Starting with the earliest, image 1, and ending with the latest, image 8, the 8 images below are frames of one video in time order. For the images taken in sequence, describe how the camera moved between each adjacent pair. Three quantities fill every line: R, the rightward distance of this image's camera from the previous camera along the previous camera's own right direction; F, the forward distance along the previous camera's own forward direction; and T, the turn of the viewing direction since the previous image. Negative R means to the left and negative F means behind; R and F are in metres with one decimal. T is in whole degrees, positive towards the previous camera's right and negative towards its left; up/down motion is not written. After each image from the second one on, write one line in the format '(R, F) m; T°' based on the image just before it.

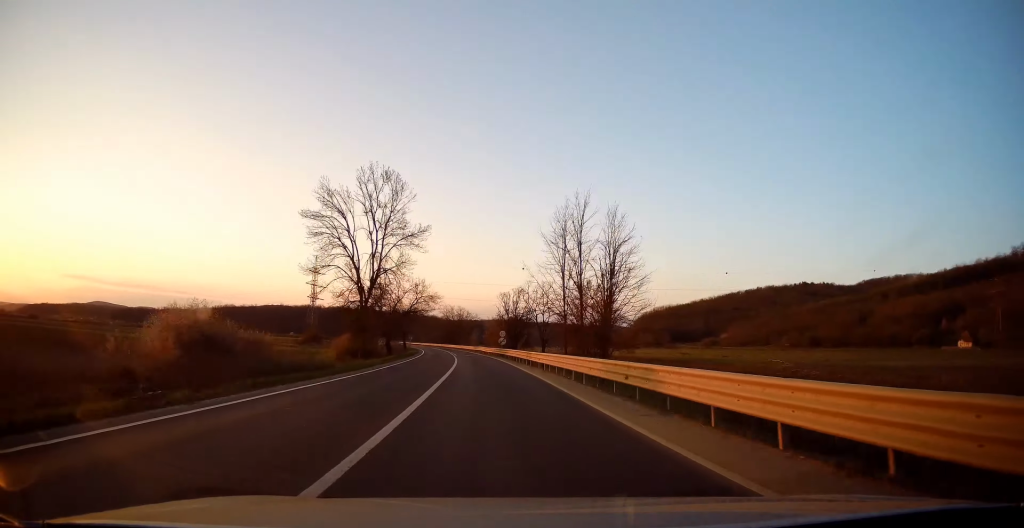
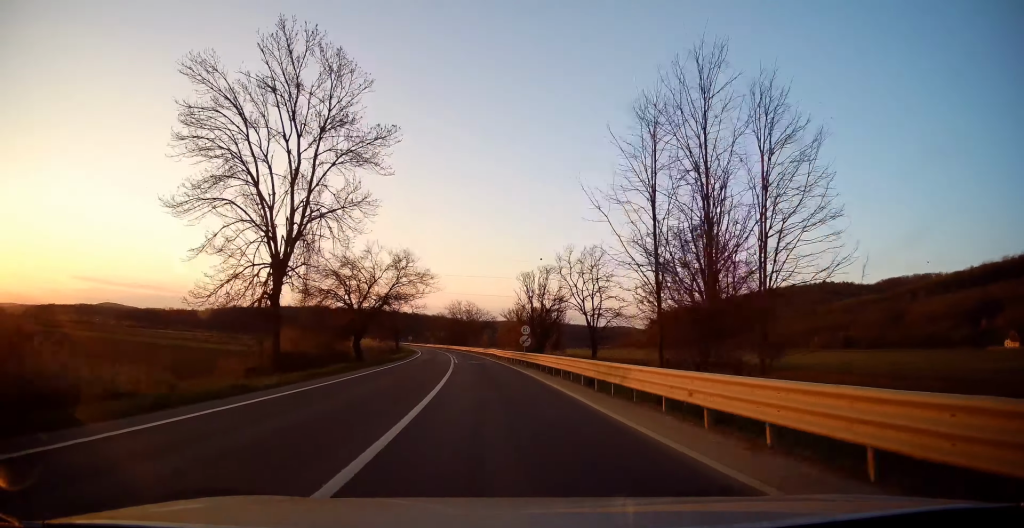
(-0.2, +19.8) m; -1°
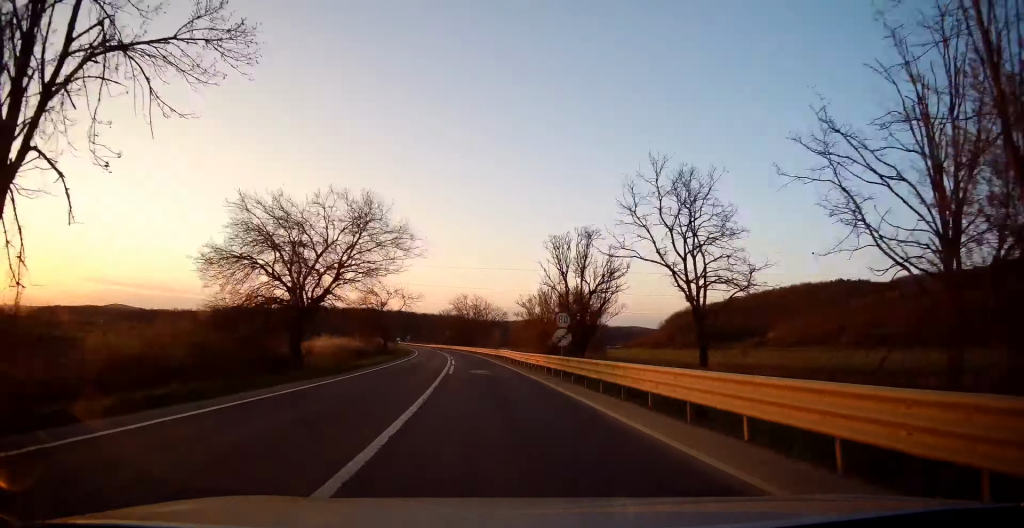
(-0.1, +15.6) m; -1°
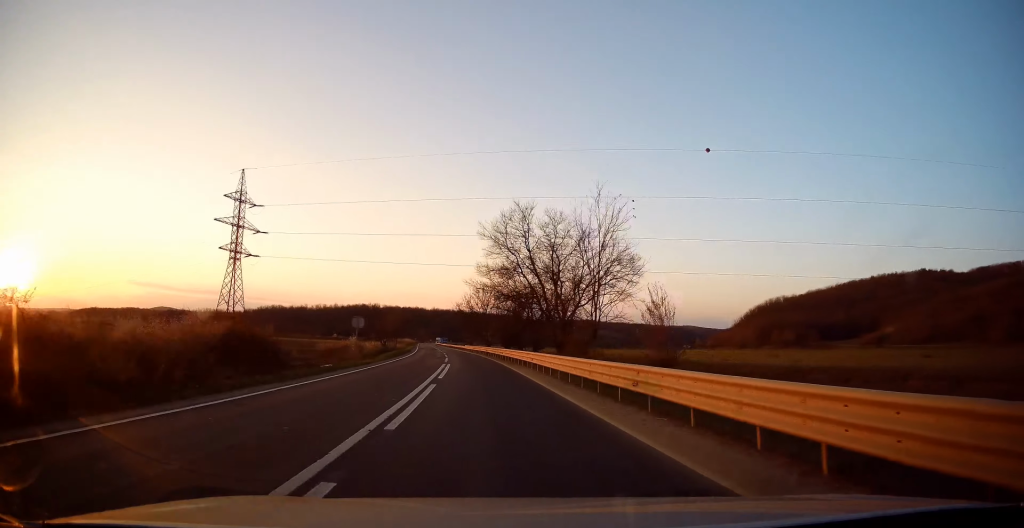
(-3.1, +63.7) m; -6°
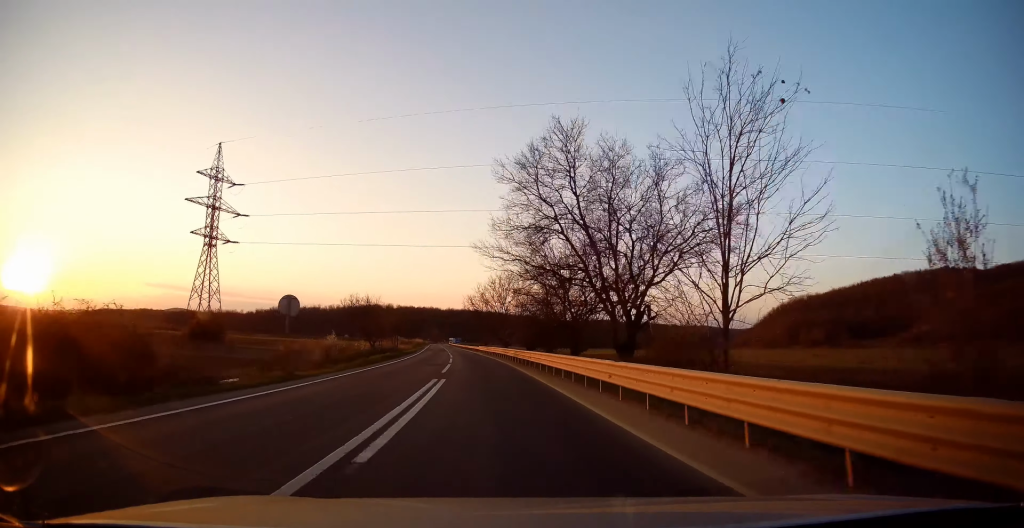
(-0.4, +13.9) m; -2°
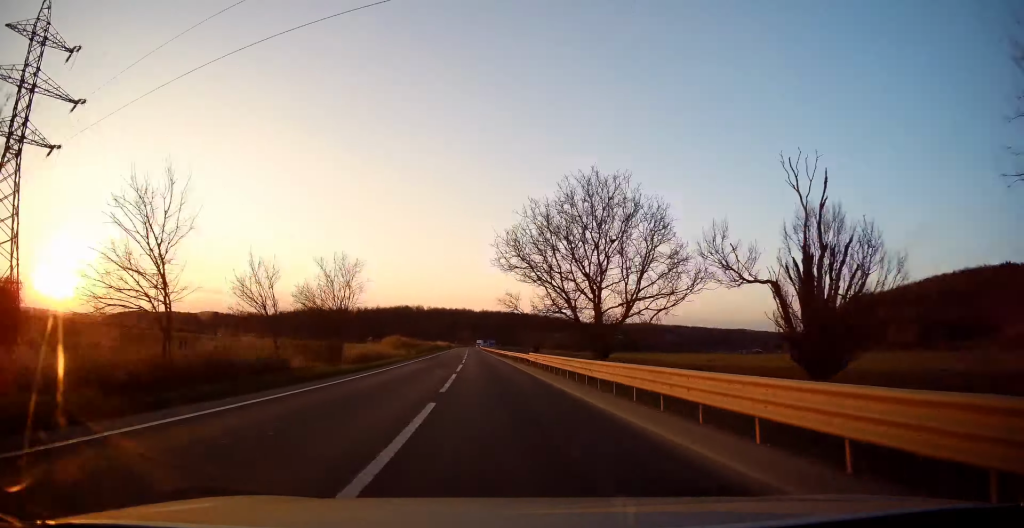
(-1.7, +43.6) m; -4°
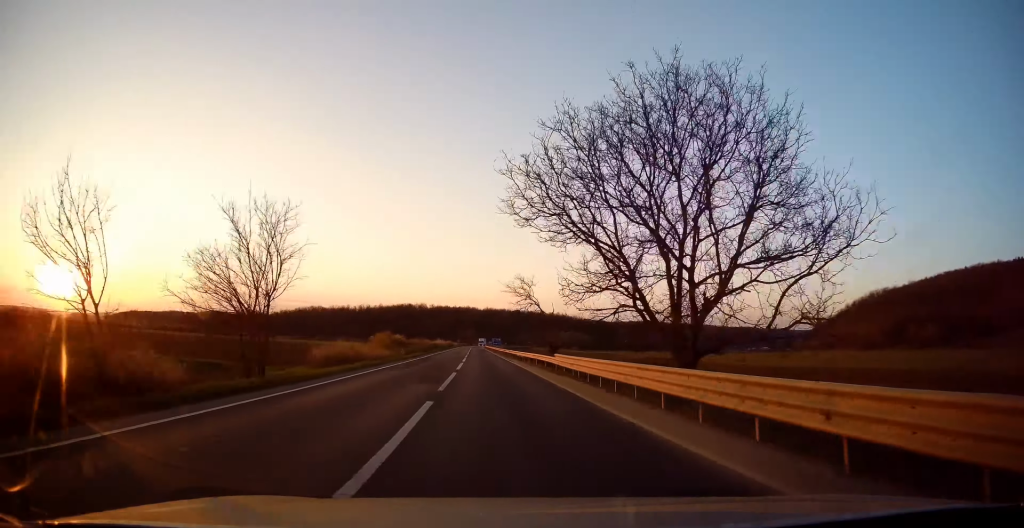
(-0.1, +11.8) m; -1°
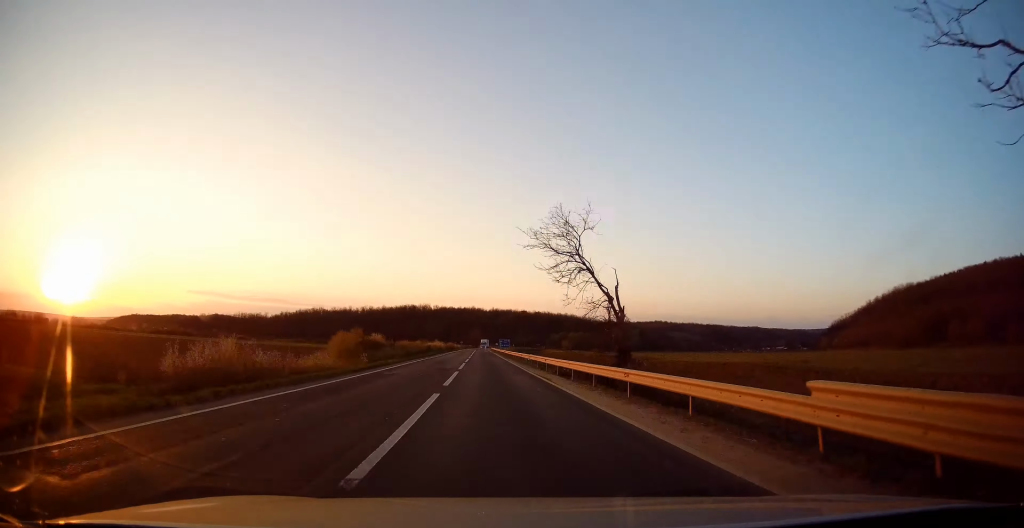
(-0.2, +20.9) m; -1°
